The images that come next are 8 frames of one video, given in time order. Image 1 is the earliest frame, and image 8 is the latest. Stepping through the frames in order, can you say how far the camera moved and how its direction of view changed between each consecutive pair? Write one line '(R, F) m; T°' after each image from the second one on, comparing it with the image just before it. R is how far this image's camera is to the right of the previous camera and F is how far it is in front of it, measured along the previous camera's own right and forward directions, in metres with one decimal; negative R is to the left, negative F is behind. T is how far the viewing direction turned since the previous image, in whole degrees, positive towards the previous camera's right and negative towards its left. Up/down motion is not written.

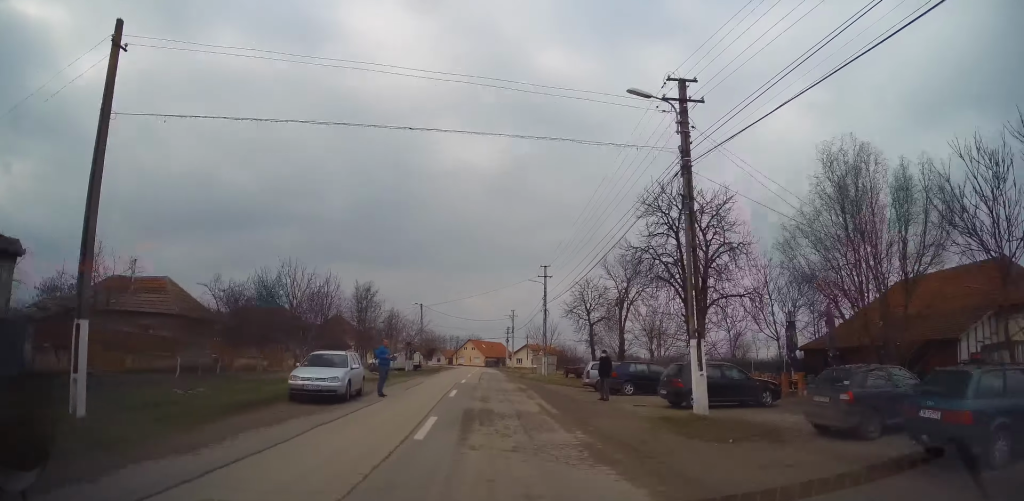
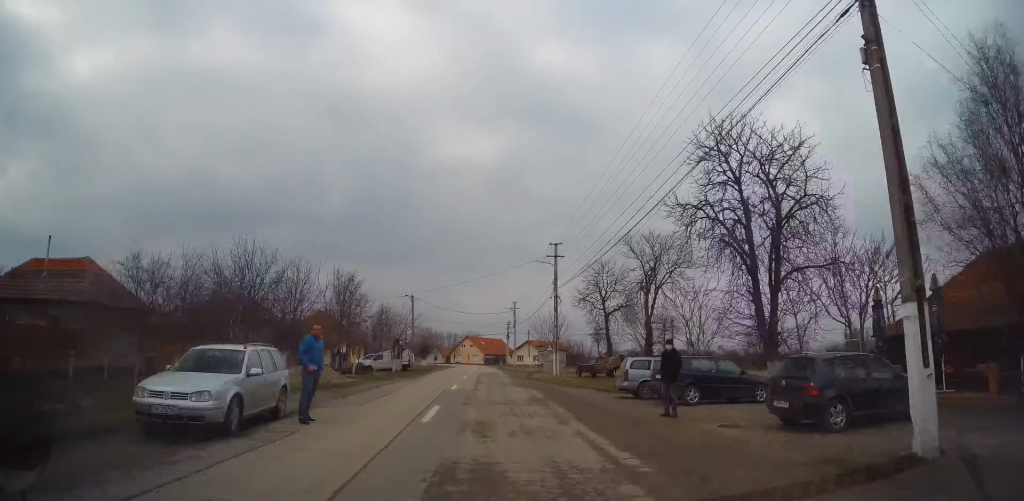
(+0.1, +7.3) m; +1°
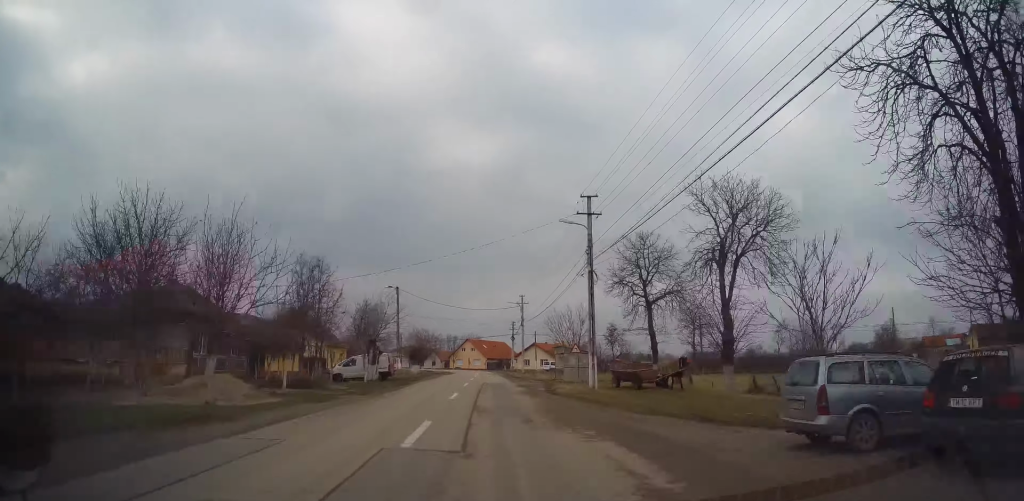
(+0.1, +11.3) m; +1°
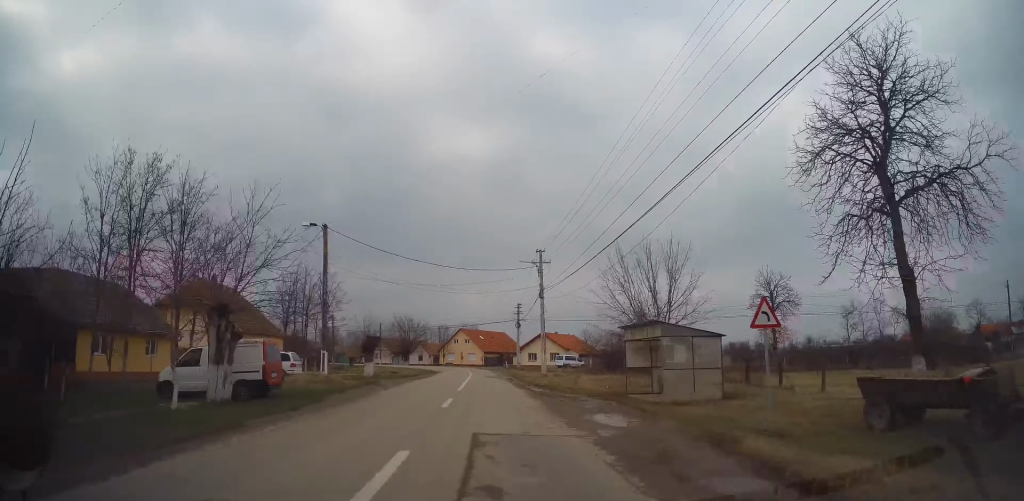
(+0.4, +21.8) m; +1°
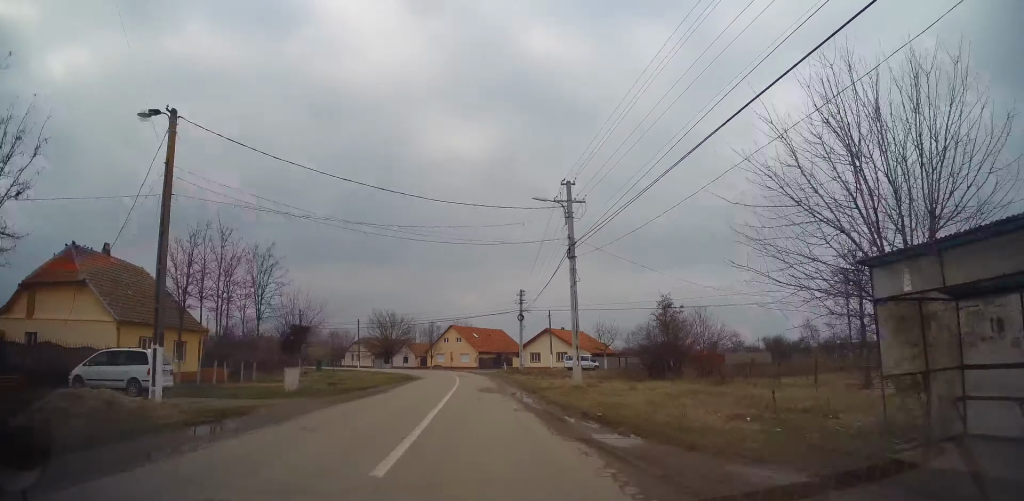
(0.0, +14.4) m; 0°
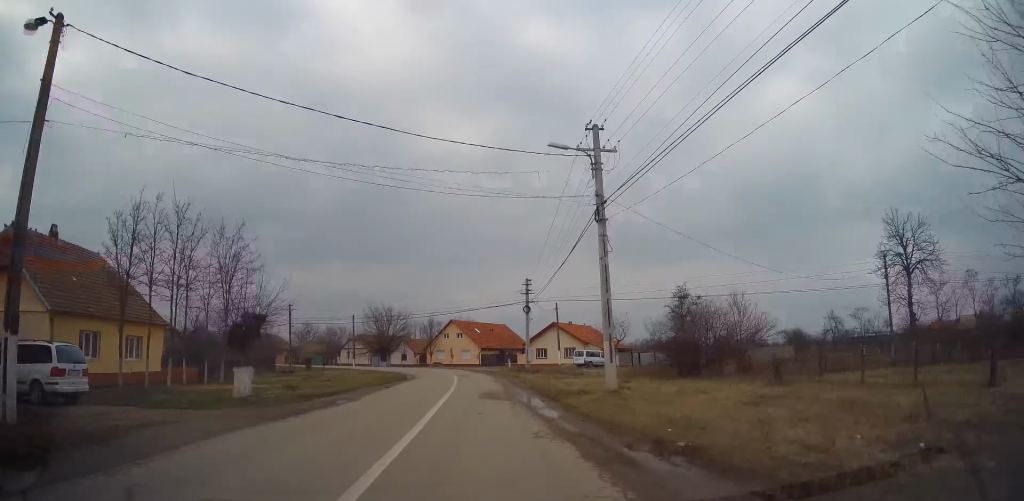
(+0.1, +5.1) m; 0°
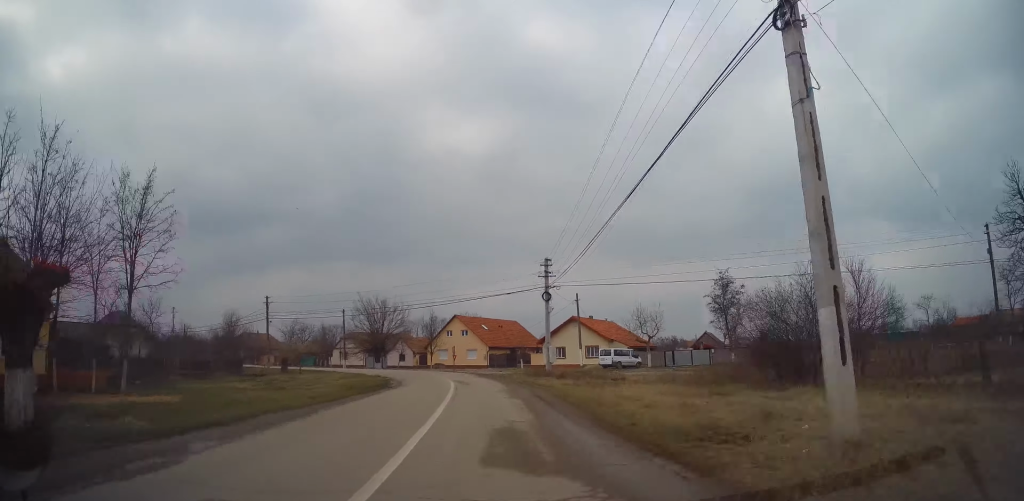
(-0.1, +10.1) m; -1°
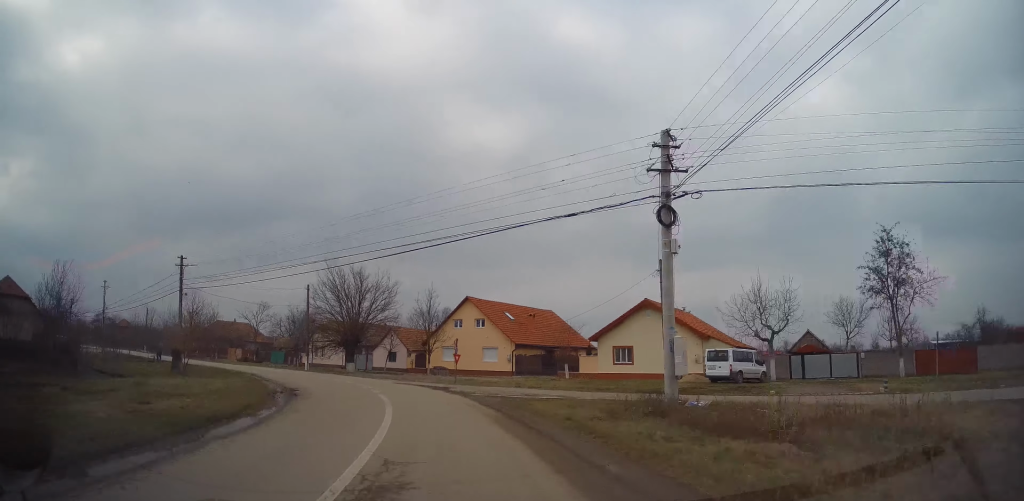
(-0.2, +22.5) m; -3°
